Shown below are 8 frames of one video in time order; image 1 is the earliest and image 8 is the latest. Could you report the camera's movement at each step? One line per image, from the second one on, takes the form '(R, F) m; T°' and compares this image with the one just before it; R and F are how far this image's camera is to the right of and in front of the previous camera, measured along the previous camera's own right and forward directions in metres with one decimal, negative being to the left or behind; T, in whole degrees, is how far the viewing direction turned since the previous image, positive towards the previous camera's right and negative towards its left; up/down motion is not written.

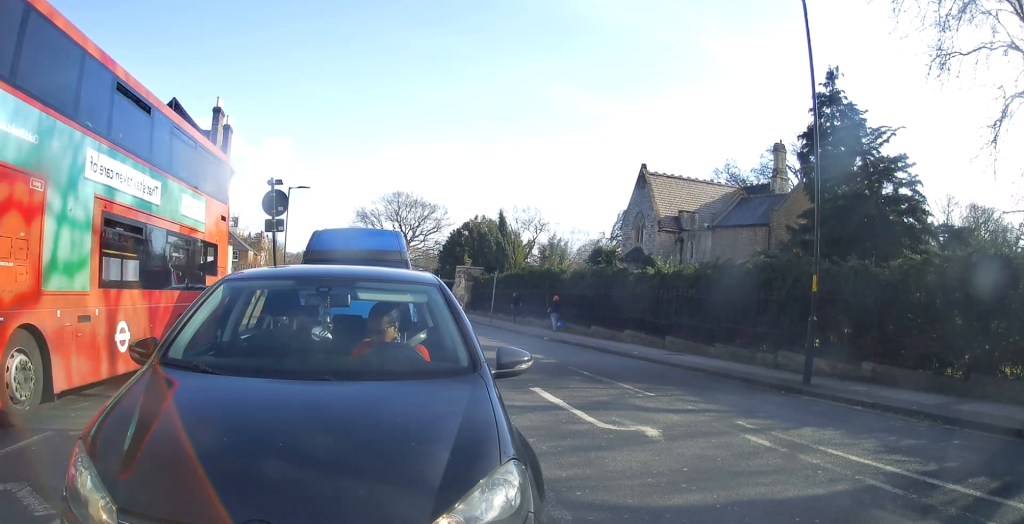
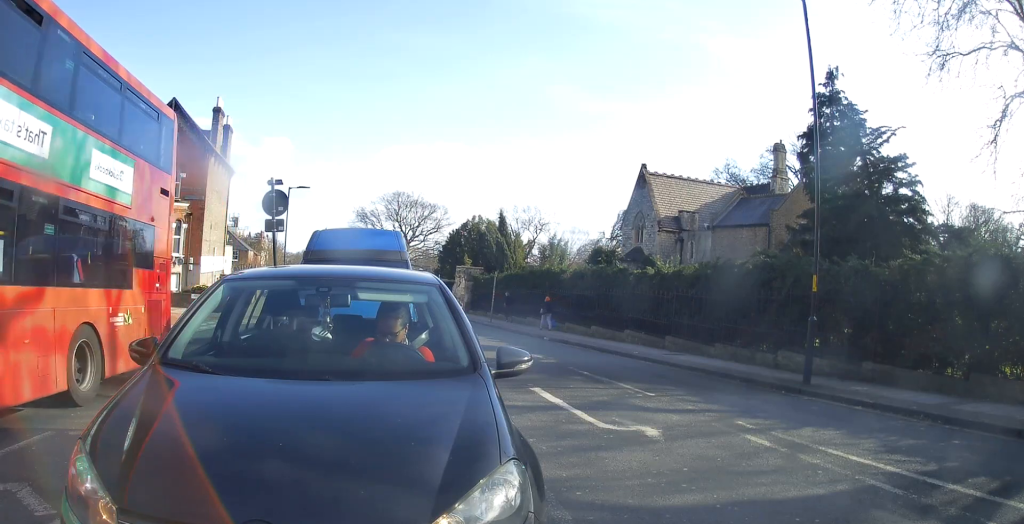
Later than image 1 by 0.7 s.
(0.0, 0.0) m; 0°
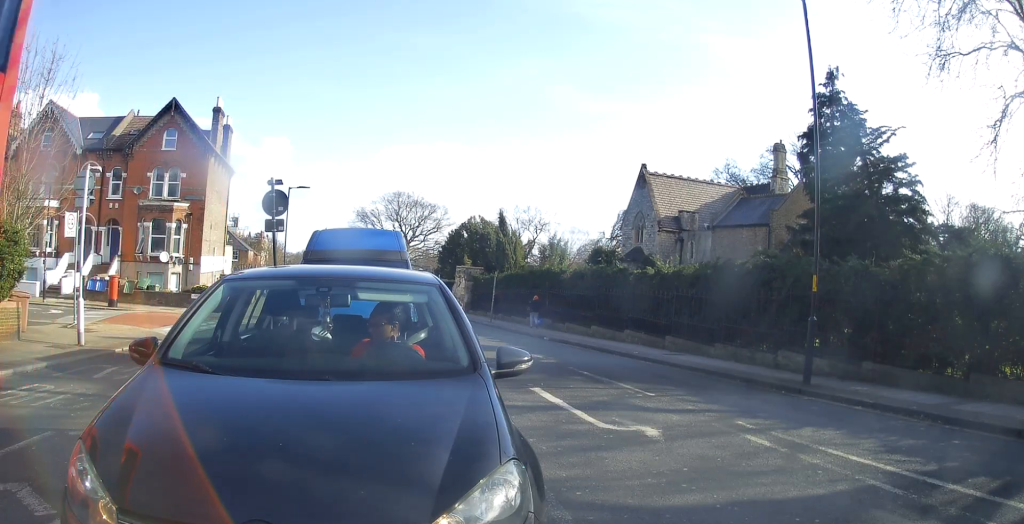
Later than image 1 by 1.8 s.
(0.0, 0.0) m; 0°
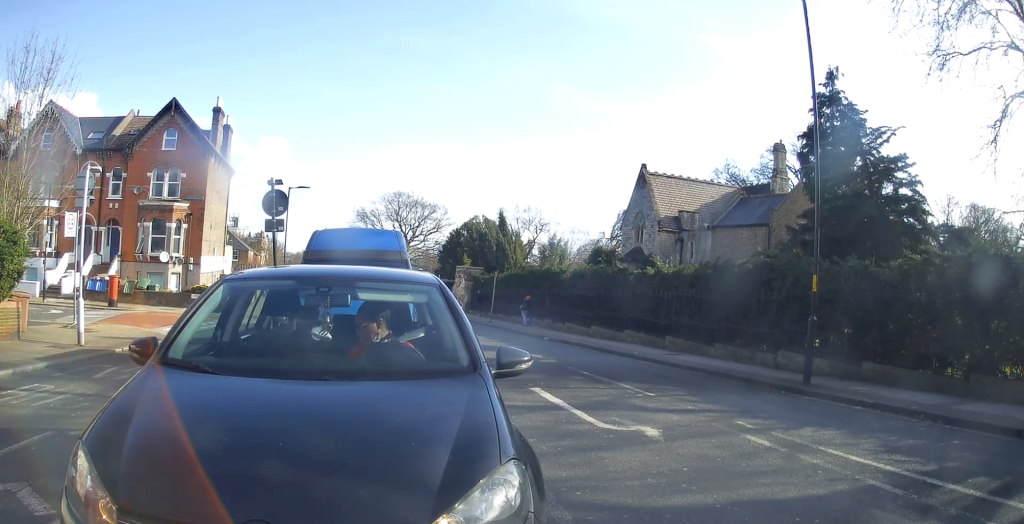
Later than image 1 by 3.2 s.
(0.0, 0.0) m; 0°
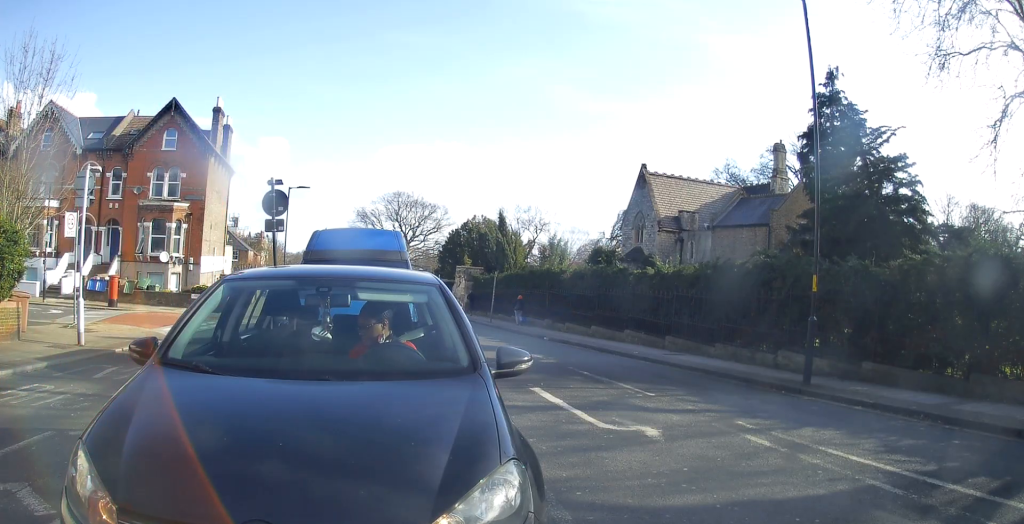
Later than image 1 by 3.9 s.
(0.0, 0.0) m; 0°
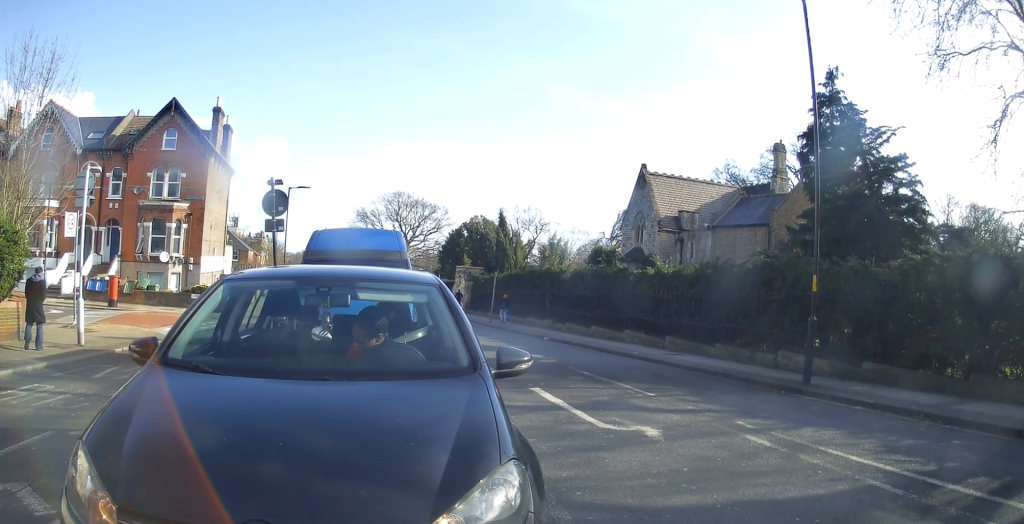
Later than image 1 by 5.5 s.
(0.0, 0.0) m; 0°
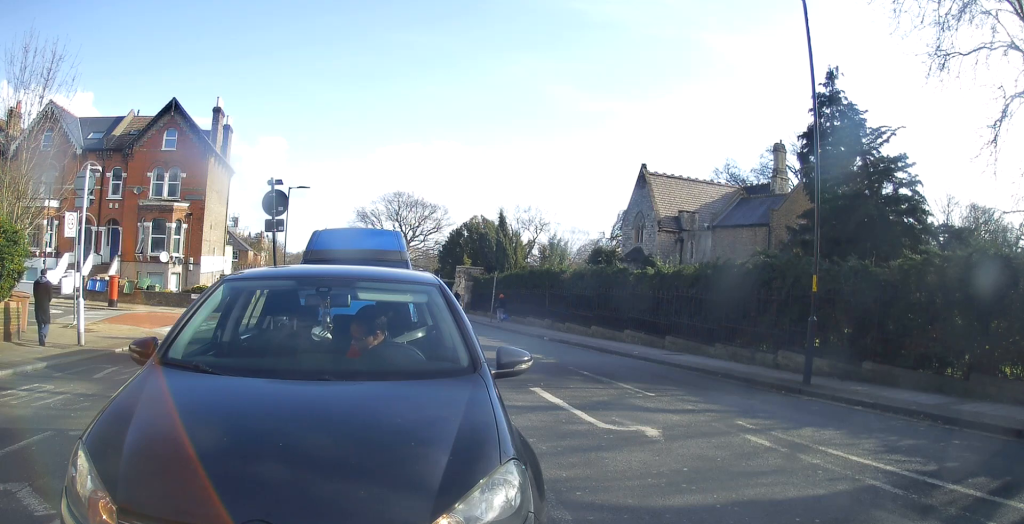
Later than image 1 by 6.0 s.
(0.0, 0.0) m; 0°
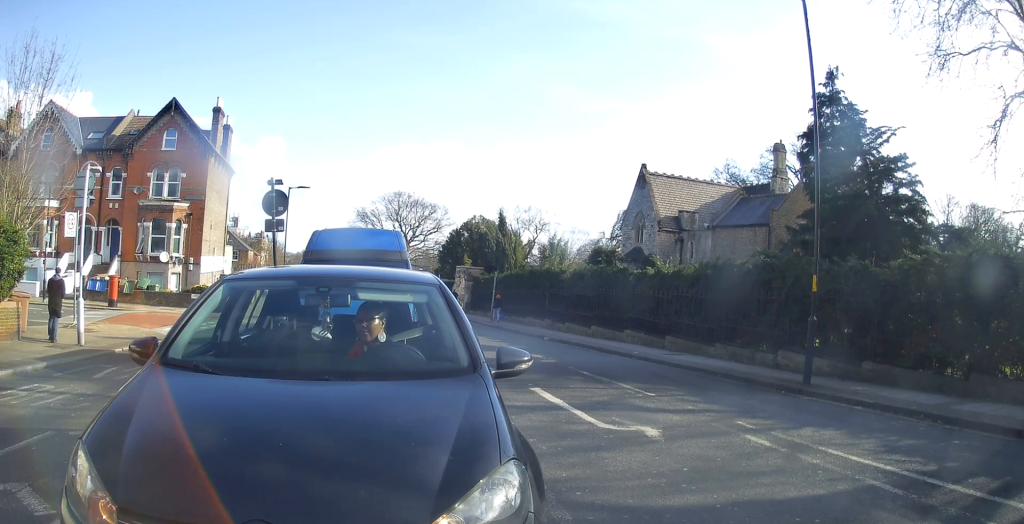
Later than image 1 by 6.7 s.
(0.0, 0.0) m; 0°
